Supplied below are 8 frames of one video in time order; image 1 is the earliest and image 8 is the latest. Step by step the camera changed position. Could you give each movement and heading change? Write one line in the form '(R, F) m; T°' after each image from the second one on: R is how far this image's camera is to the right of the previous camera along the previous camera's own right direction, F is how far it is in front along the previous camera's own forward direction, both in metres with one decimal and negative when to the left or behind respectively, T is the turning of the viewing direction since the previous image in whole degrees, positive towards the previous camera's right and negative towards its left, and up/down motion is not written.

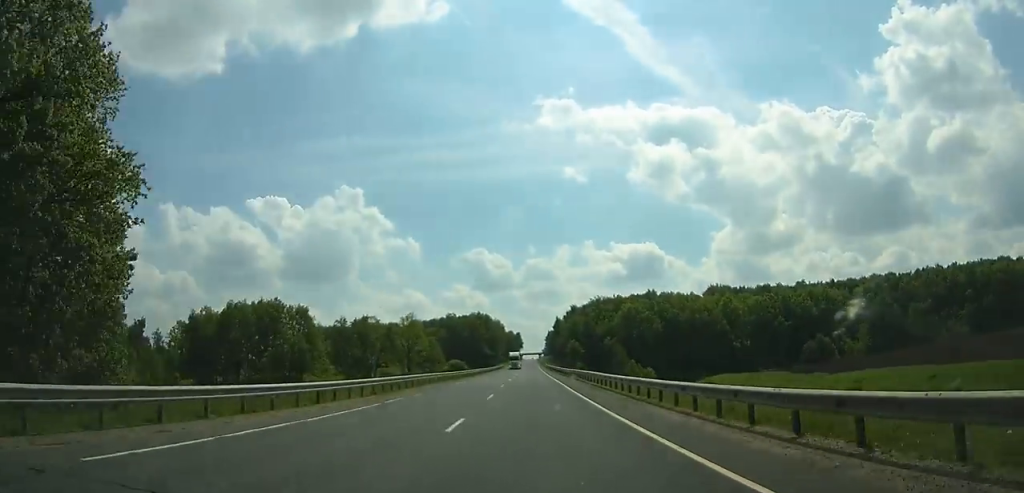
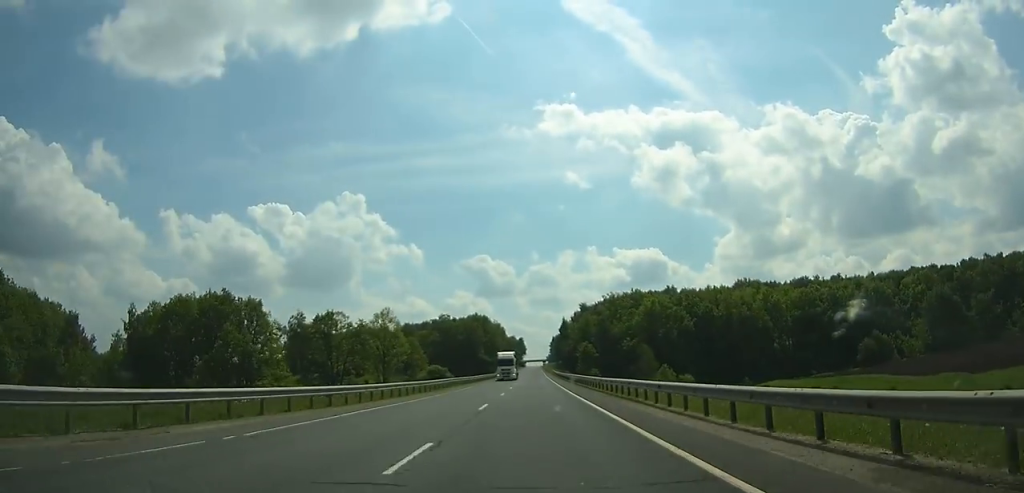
(+0.1, +27.3) m; 0°
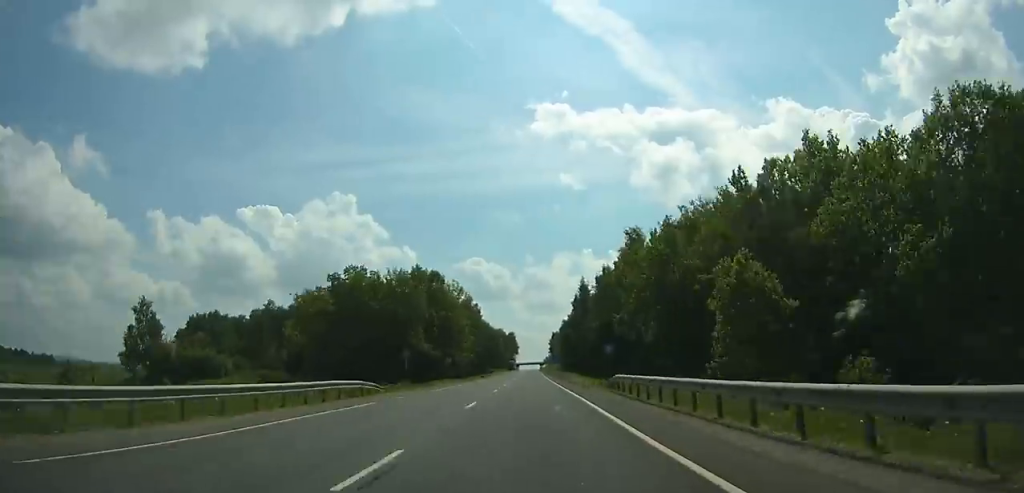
(+0.5, +104.4) m; 0°
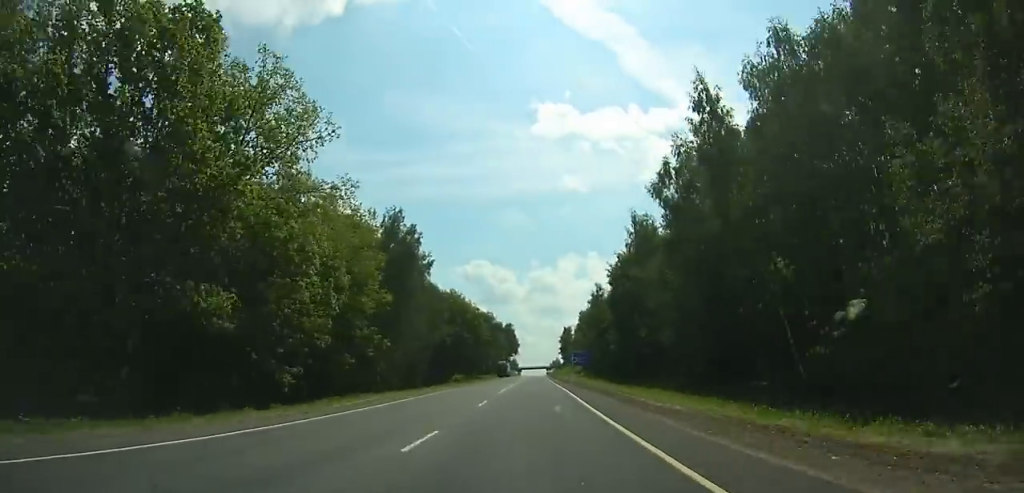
(-0.2, +97.3) m; 0°
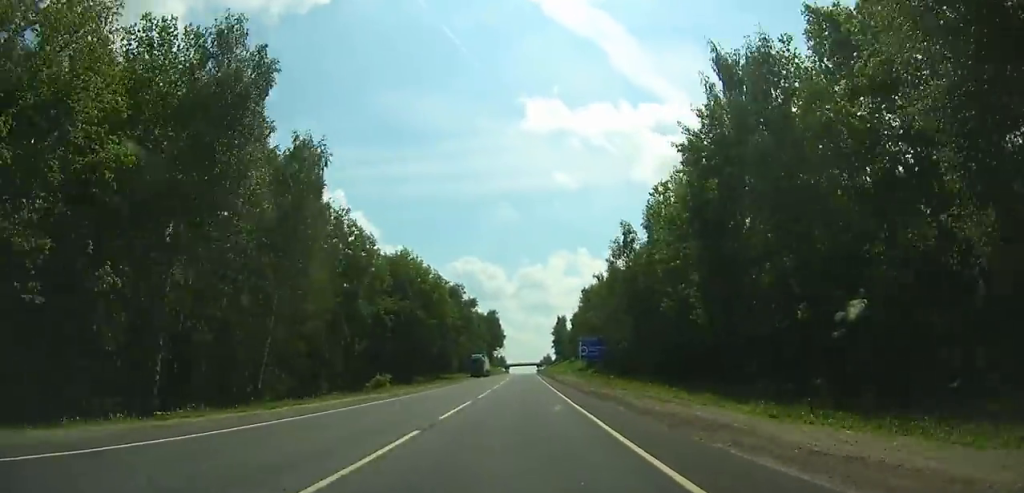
(-0.1, +41.3) m; 0°
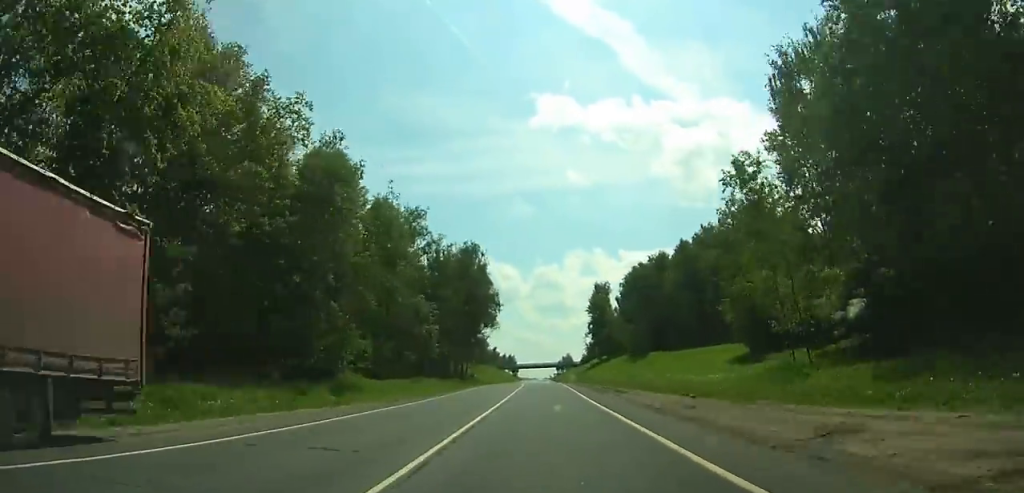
(+0.4, +106.6) m; +1°
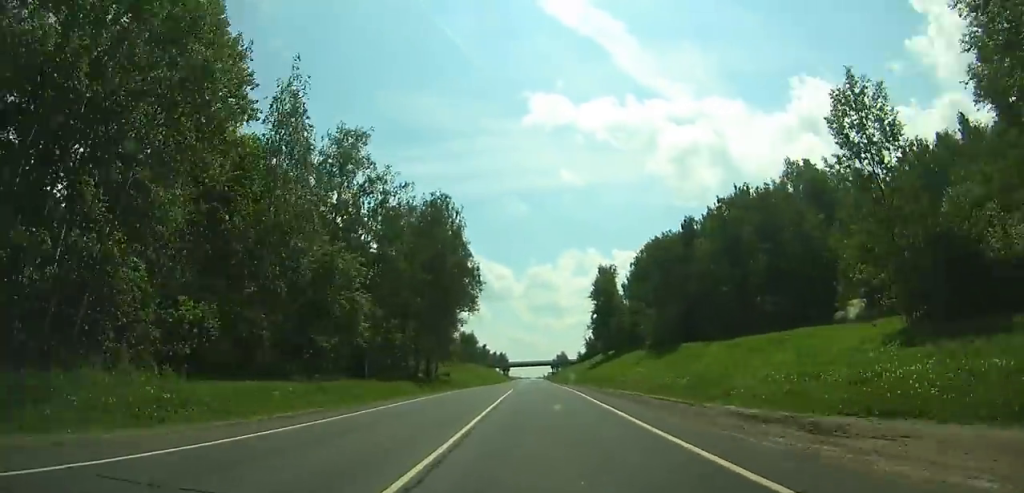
(0.0, +23.6) m; 0°
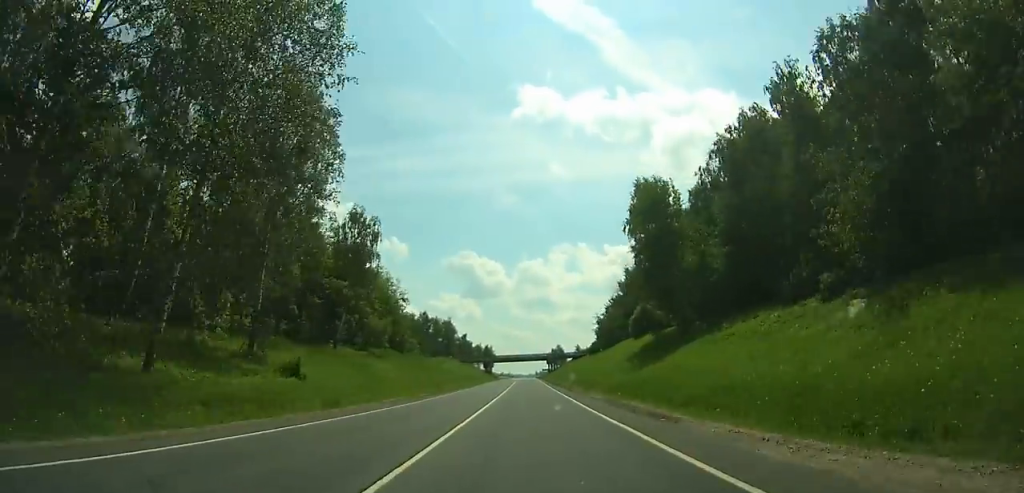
(+0.2, +56.9) m; 0°
